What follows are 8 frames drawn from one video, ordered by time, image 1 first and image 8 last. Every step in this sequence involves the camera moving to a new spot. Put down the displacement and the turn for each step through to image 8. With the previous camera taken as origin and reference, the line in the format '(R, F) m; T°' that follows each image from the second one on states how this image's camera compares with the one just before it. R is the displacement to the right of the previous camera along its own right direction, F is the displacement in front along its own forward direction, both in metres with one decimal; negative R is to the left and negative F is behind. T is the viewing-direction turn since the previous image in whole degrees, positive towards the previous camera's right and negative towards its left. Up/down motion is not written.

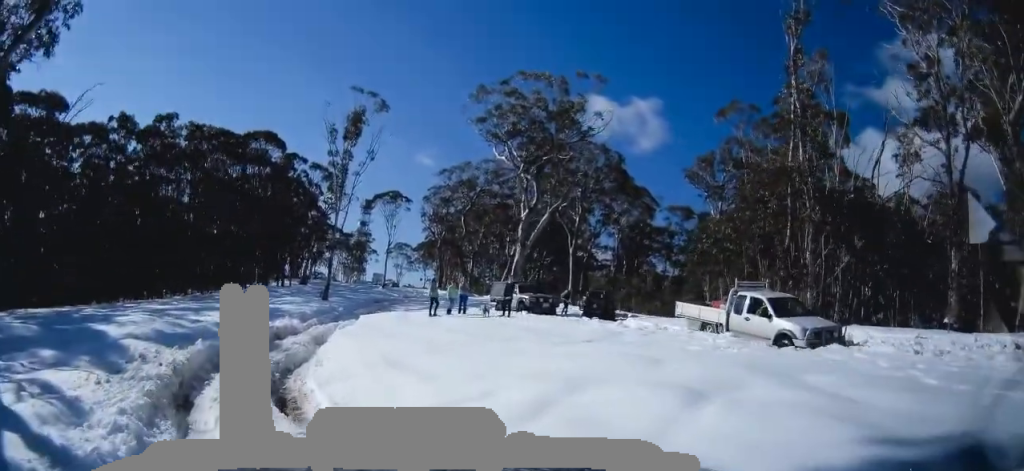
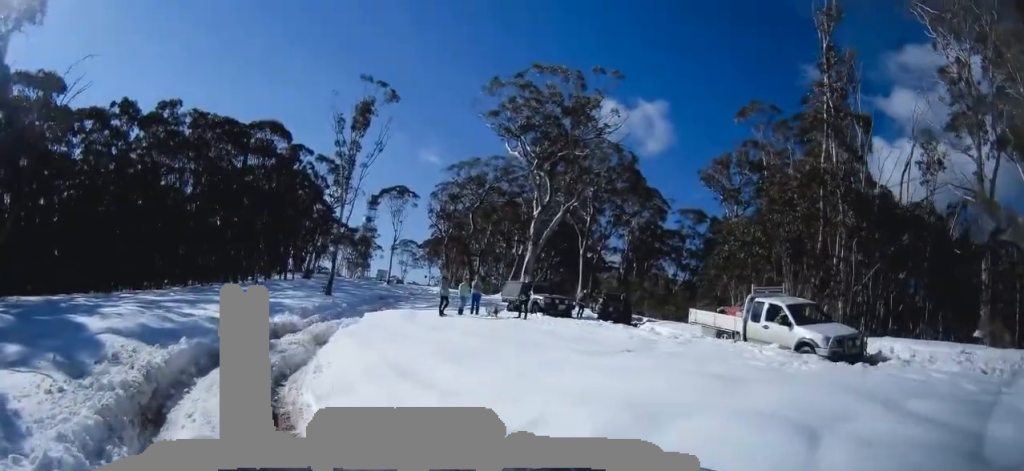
(0.0, +1.7) m; -2°
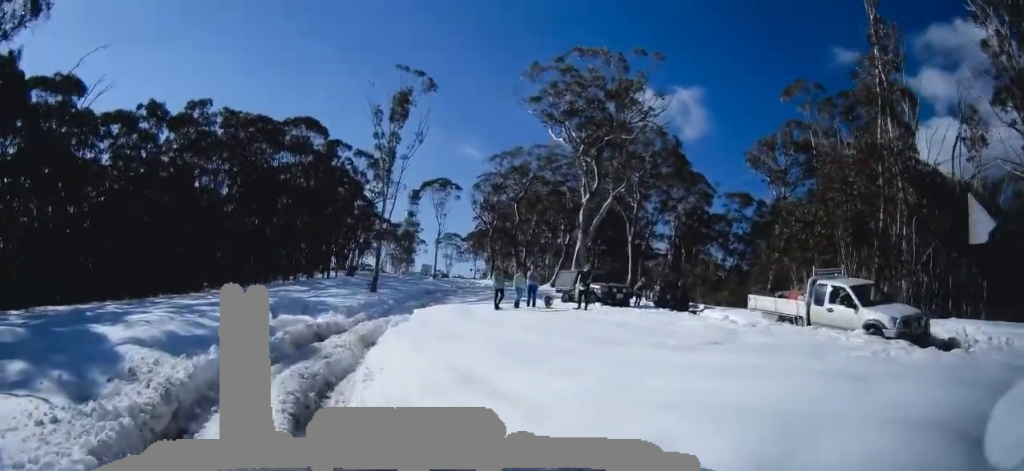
(0.0, +1.5) m; -1°
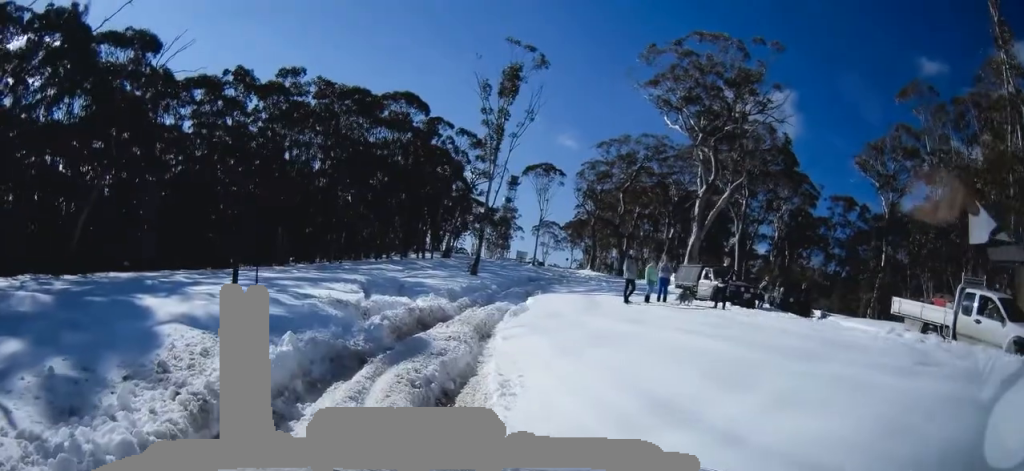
(-0.1, +2.7) m; -2°
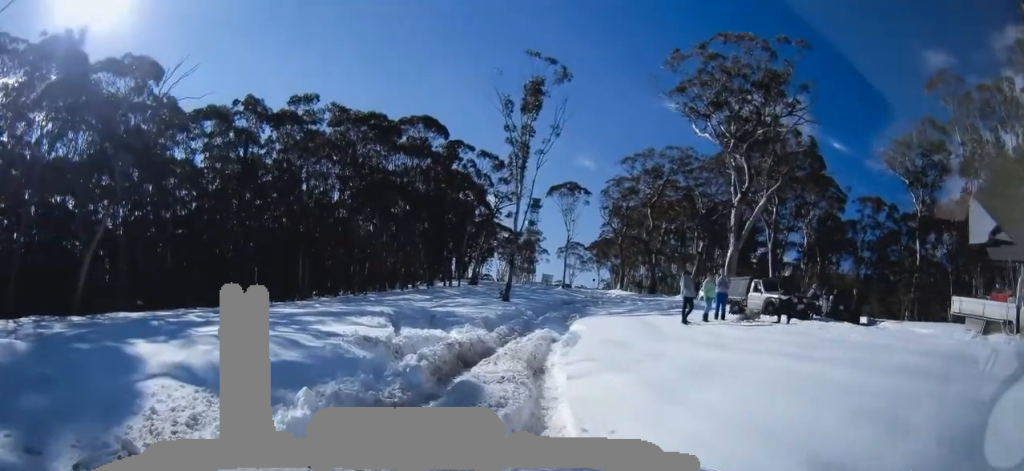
(0.0, +2.2) m; 0°
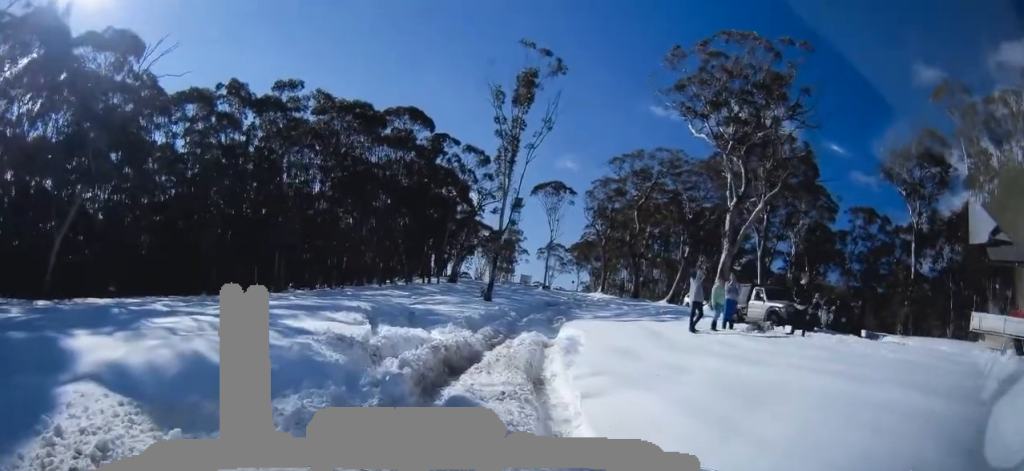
(0.0, +1.5) m; 0°
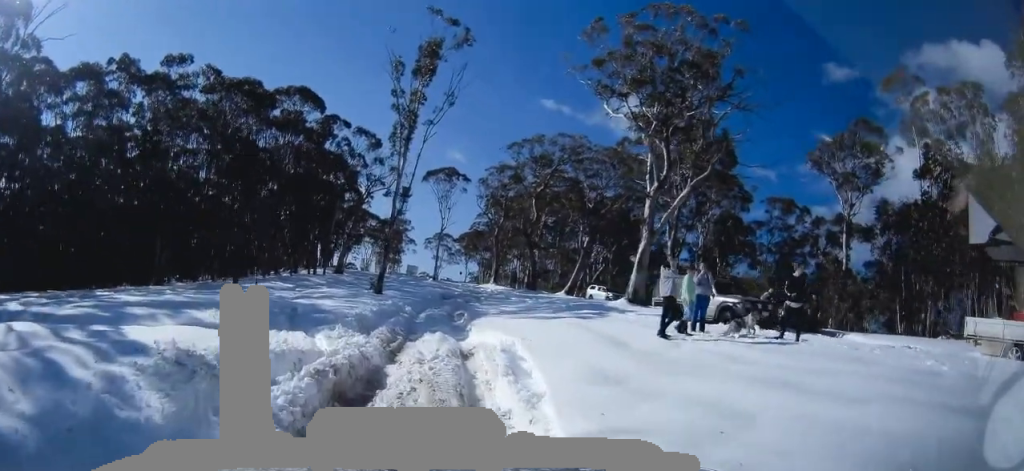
(0.0, +3.5) m; +2°
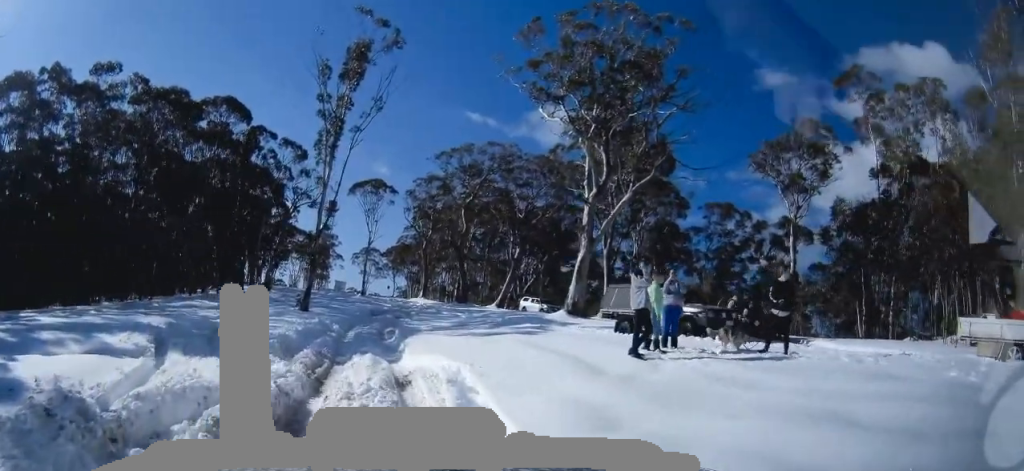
(0.0, +1.6) m; +2°
